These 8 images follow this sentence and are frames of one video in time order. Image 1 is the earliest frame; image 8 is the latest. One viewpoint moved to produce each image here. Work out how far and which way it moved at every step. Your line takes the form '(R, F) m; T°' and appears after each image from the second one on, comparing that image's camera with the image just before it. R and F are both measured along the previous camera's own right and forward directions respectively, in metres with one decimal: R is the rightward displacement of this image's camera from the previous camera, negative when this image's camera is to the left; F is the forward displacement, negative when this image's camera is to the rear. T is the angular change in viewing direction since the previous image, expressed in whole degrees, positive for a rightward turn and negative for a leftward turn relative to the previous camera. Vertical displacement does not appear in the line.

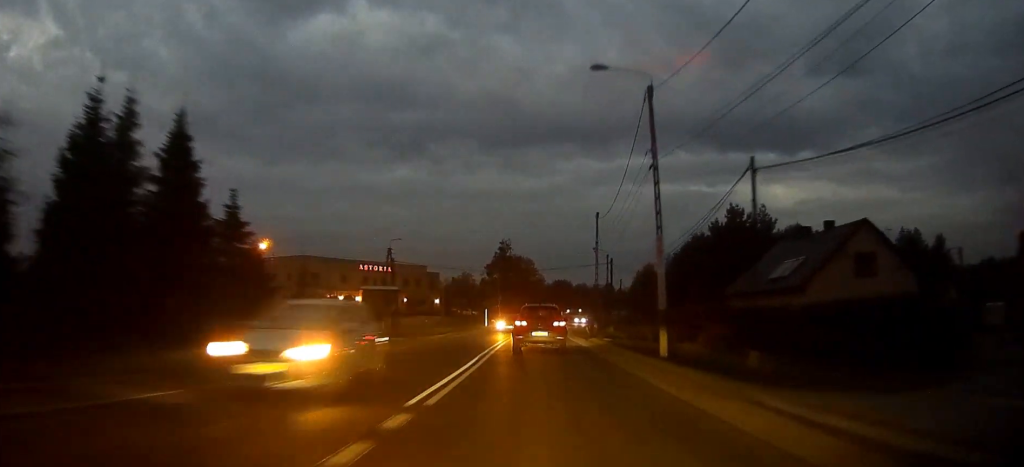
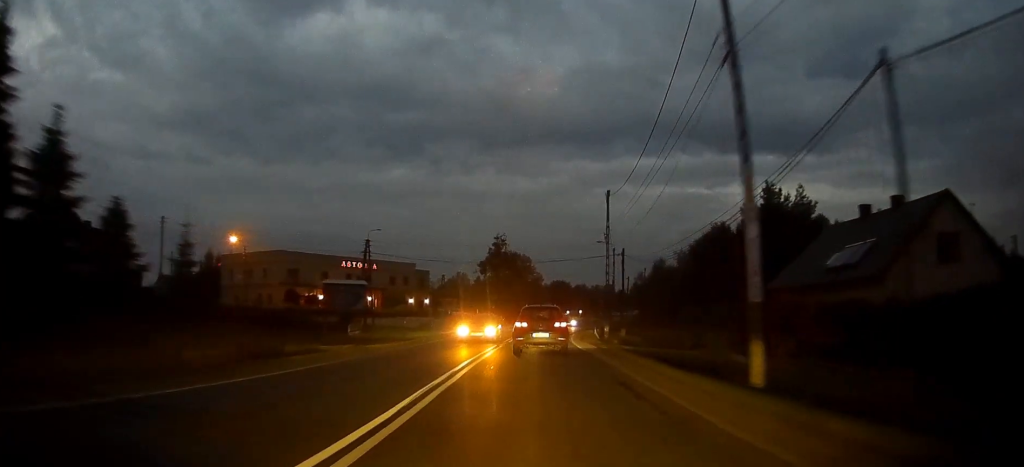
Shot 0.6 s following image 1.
(0.0, +10.5) m; 0°
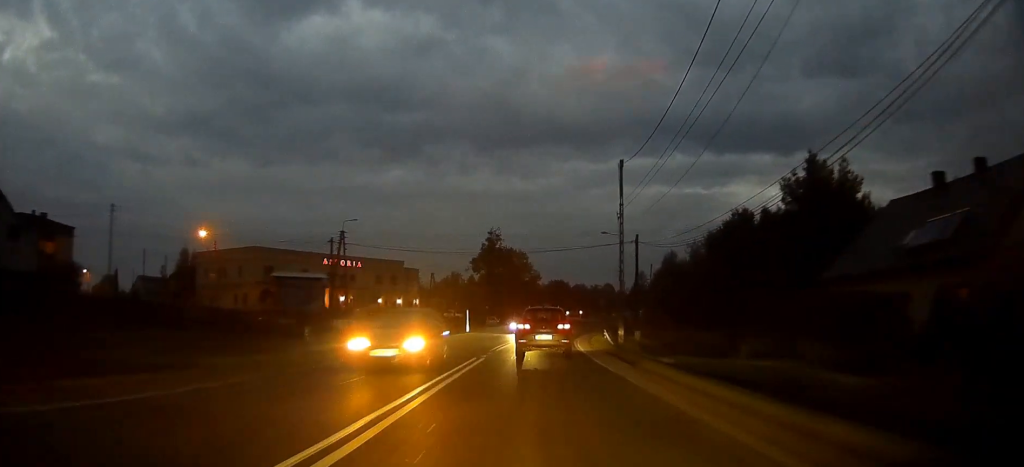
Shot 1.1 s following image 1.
(0.0, +9.2) m; 0°
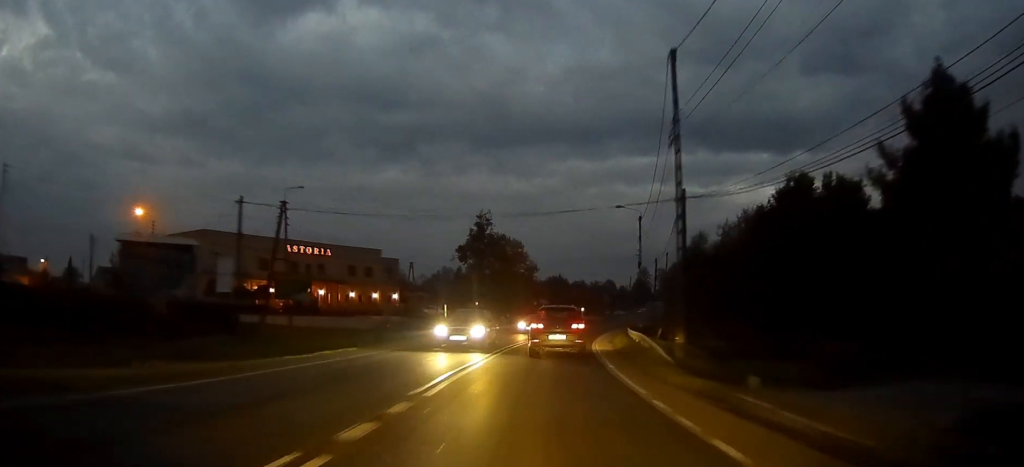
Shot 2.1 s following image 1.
(+0.1, +15.9) m; 0°
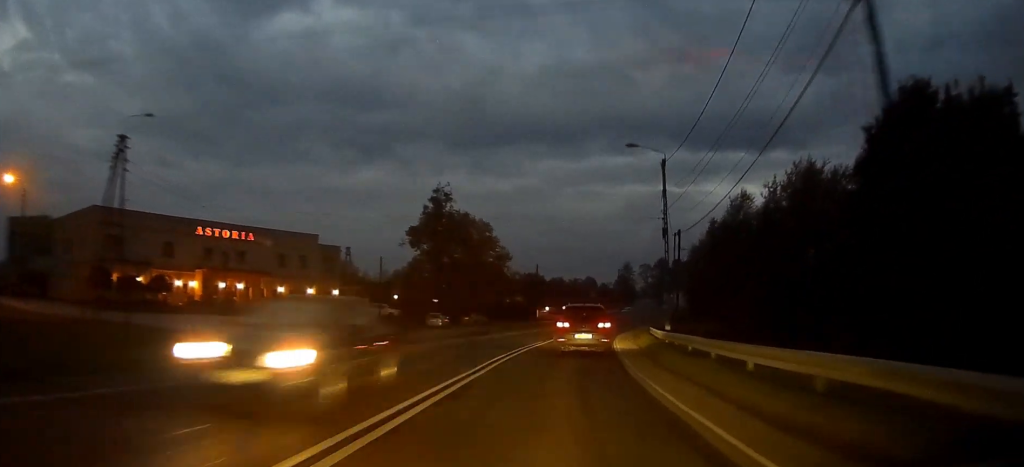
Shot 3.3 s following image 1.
(0.0, +20.7) m; +2°
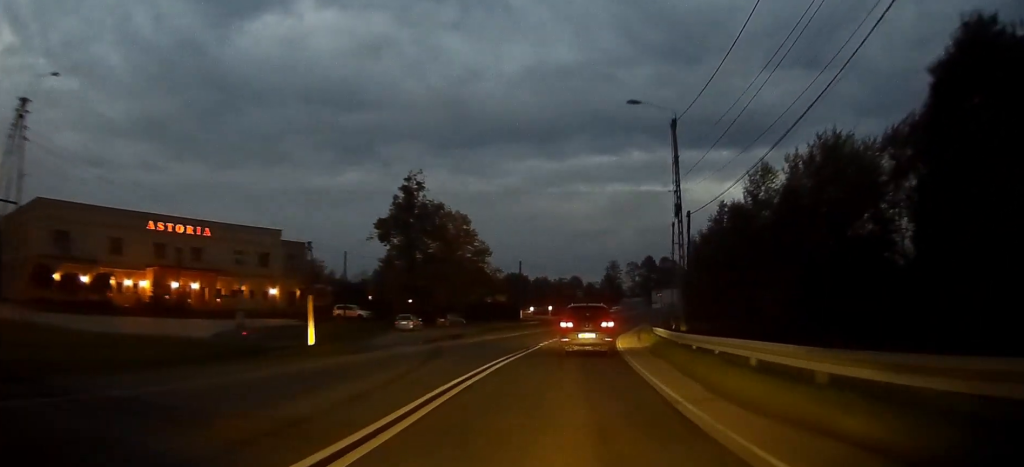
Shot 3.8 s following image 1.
(+0.2, +7.7) m; +2°
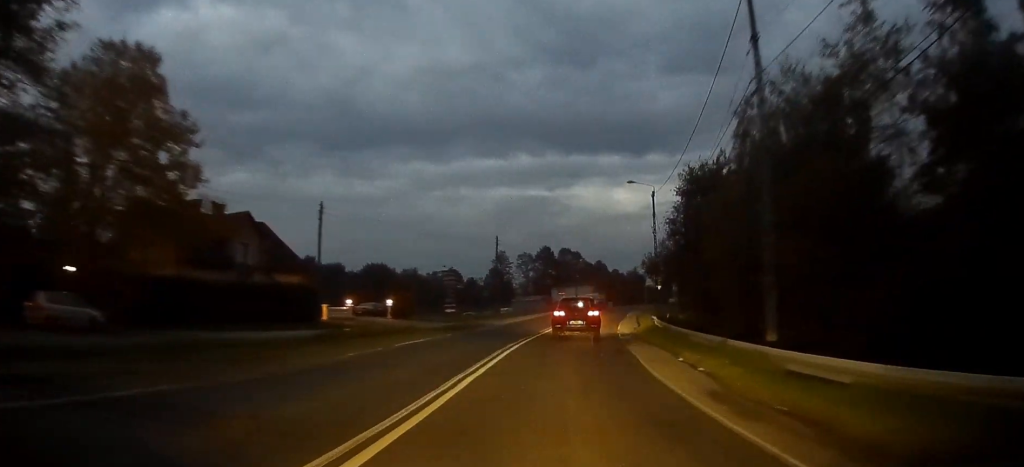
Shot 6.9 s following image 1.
(+4.2, +50.1) m; +9°
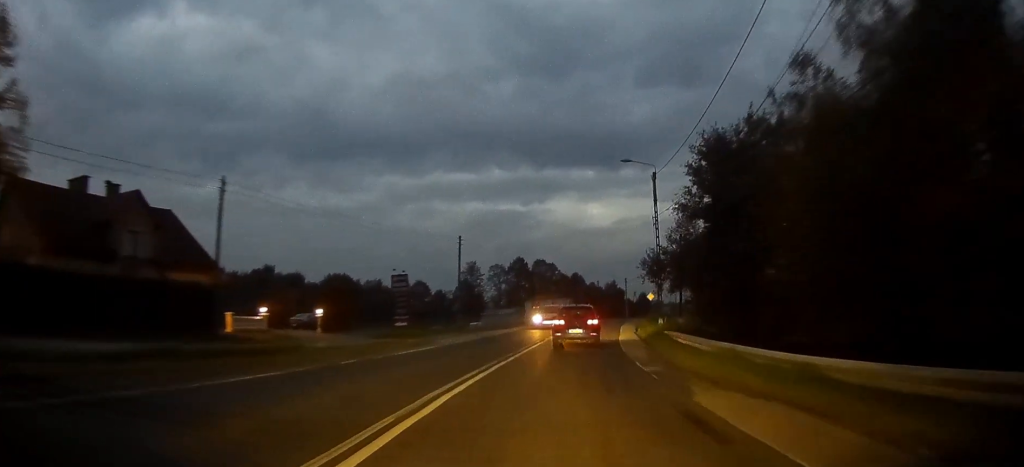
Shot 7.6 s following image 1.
(+0.3, +12.0) m; +2°
